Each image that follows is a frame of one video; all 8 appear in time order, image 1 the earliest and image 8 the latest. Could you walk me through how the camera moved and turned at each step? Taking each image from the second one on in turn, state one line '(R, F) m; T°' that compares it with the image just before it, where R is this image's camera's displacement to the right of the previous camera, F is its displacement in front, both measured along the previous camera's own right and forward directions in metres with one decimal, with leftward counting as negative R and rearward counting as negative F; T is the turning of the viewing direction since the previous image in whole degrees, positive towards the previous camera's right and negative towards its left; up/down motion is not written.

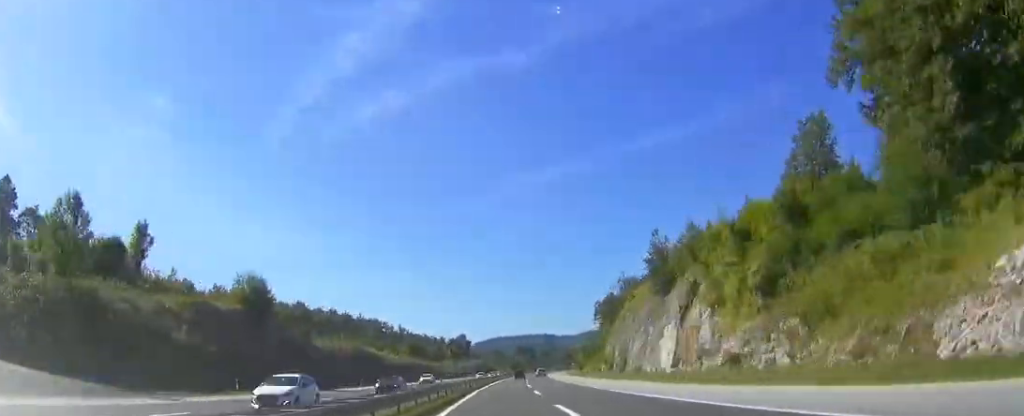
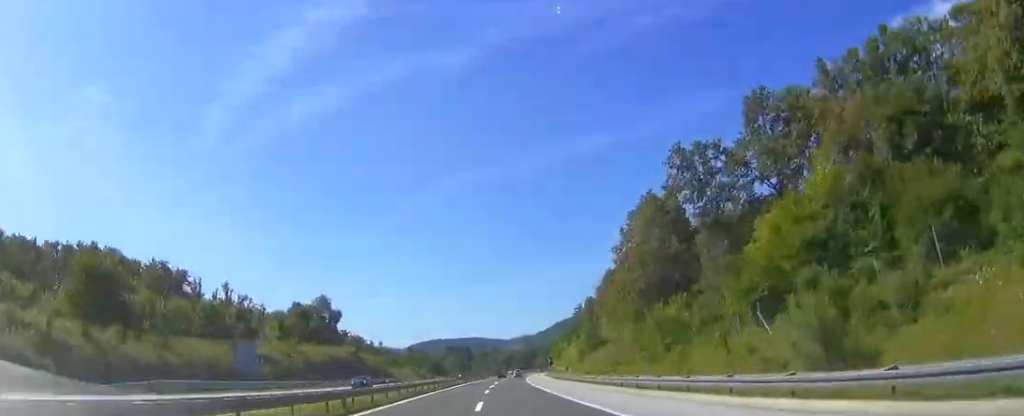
(+6.1, +134.5) m; +4°
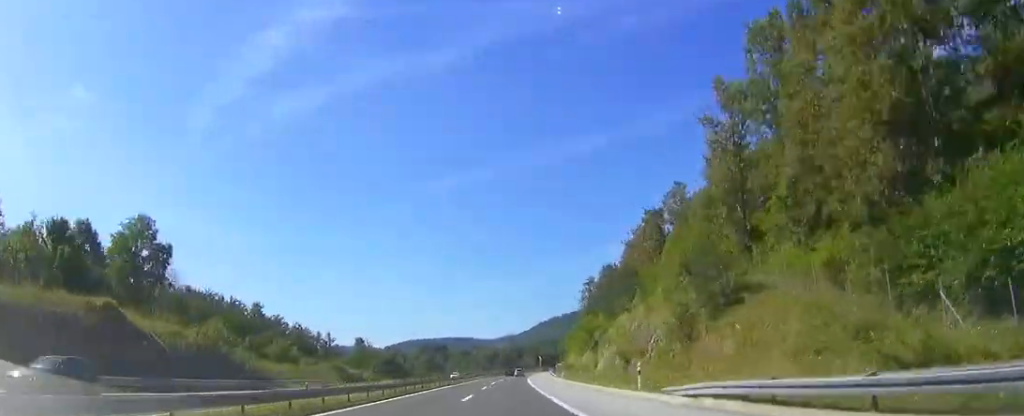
(+1.4, +64.8) m; +2°
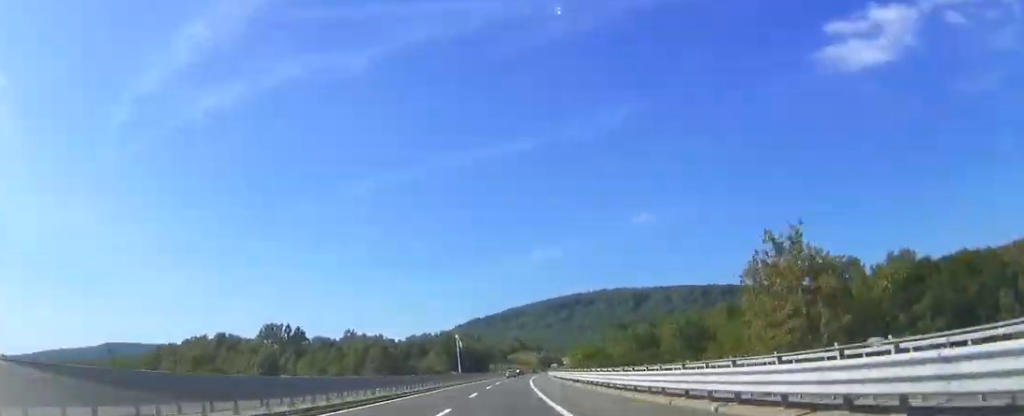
(+10.3, +209.7) m; +7°
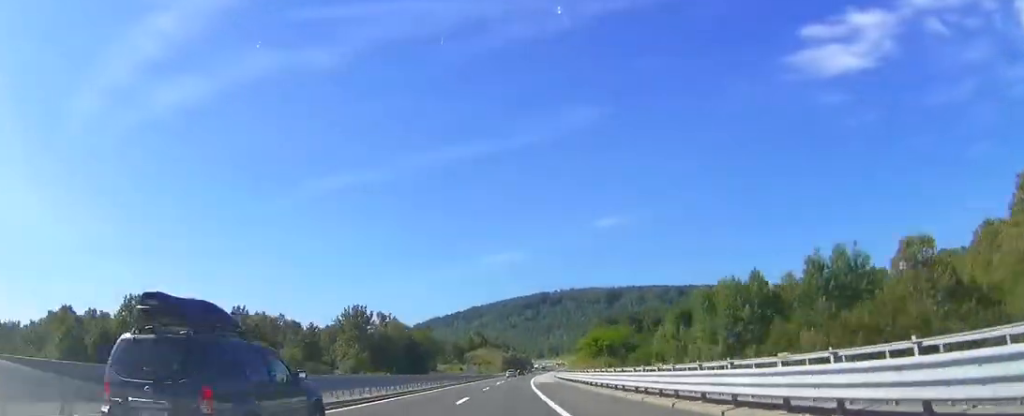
(+3.8, +97.7) m; +4°
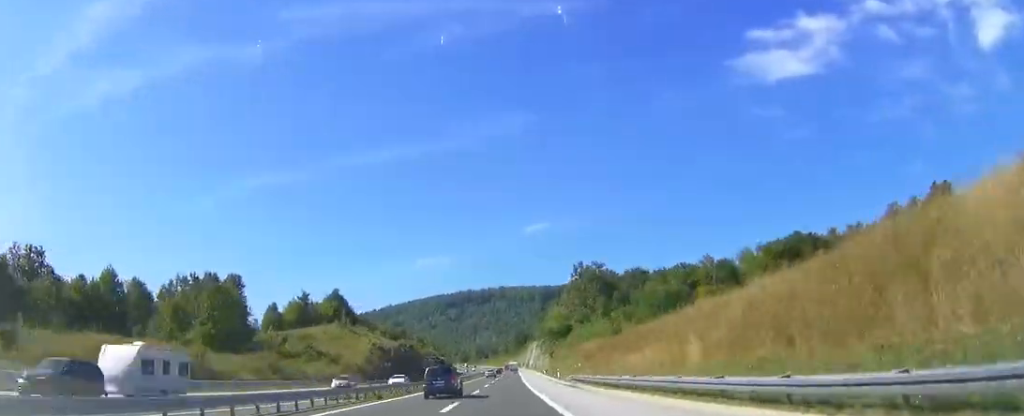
(+10.7, +191.0) m; +6°
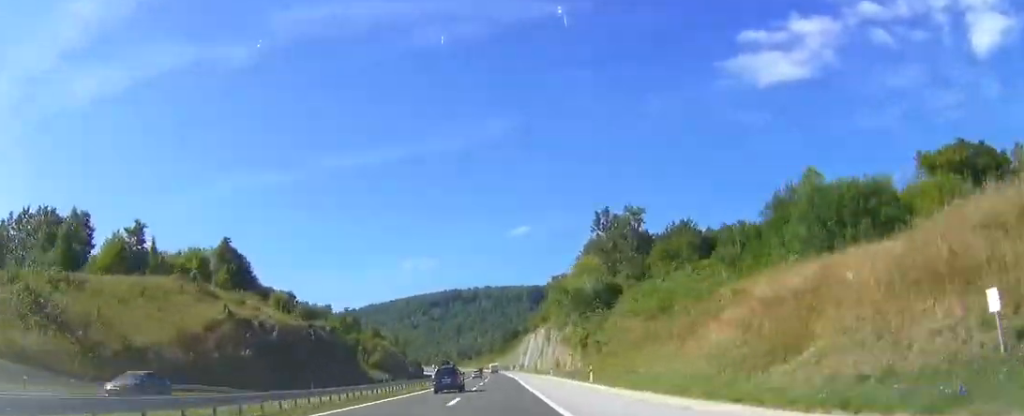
(+1.1, +68.1) m; 0°
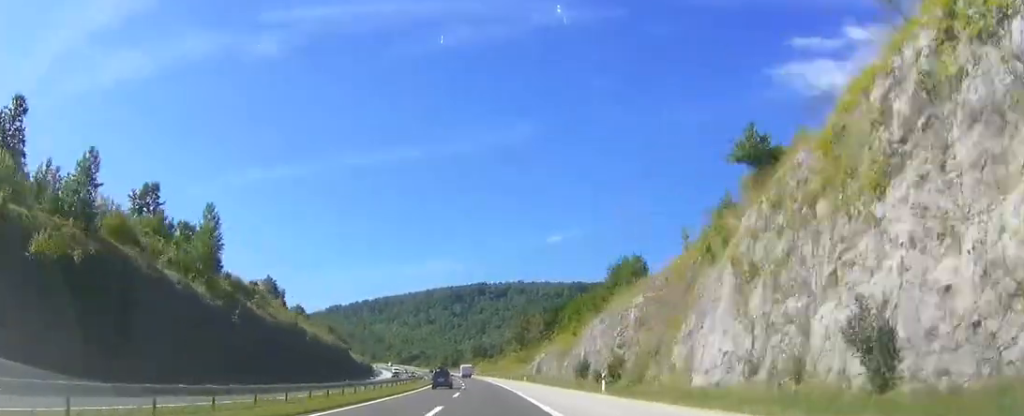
(-1.9, +179.0) m; -4°
